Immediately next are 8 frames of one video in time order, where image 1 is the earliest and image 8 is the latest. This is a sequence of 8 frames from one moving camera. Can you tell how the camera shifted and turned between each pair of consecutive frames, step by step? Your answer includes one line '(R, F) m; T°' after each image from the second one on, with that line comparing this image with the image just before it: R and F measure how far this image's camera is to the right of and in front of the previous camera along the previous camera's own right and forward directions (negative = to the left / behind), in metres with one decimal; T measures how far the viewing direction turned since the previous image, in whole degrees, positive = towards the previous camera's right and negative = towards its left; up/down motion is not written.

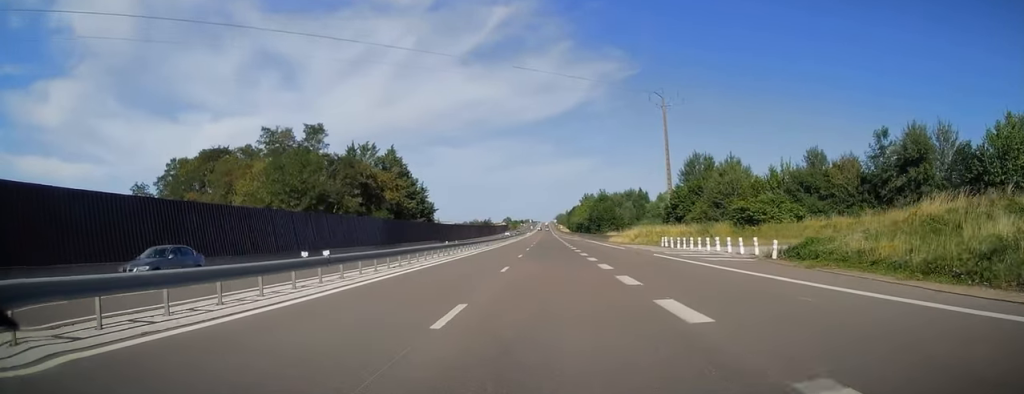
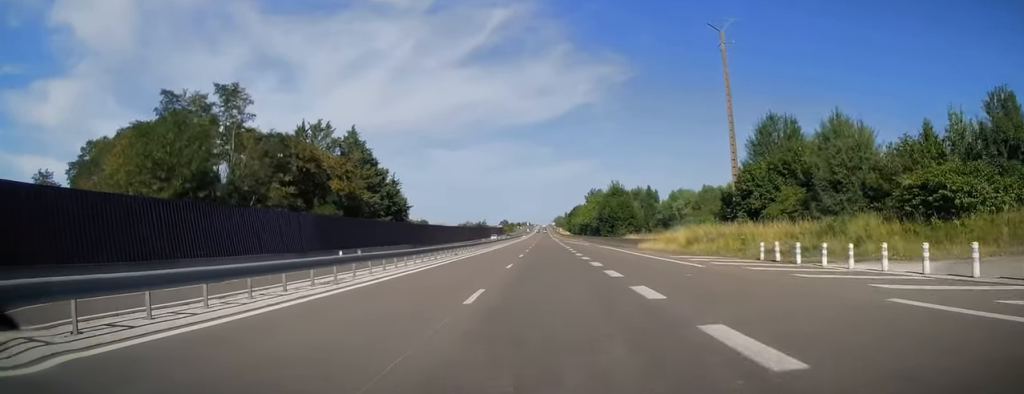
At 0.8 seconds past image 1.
(0.0, +22.6) m; 0°
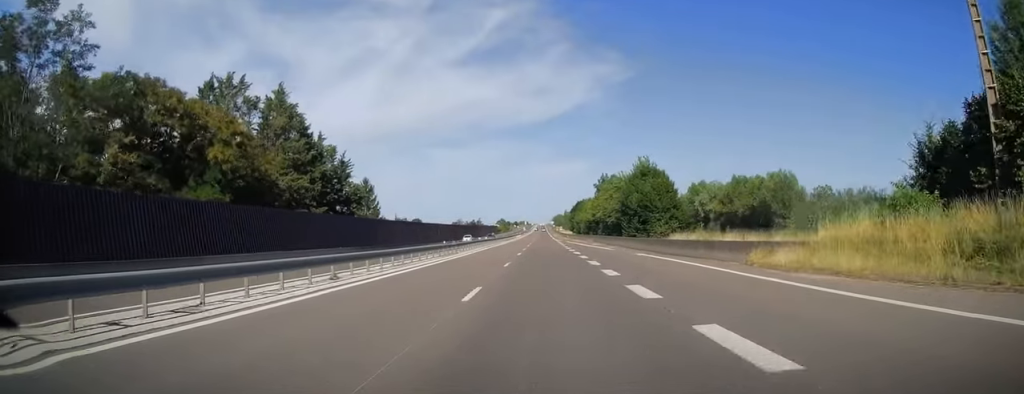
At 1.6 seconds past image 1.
(0.0, +26.0) m; 0°
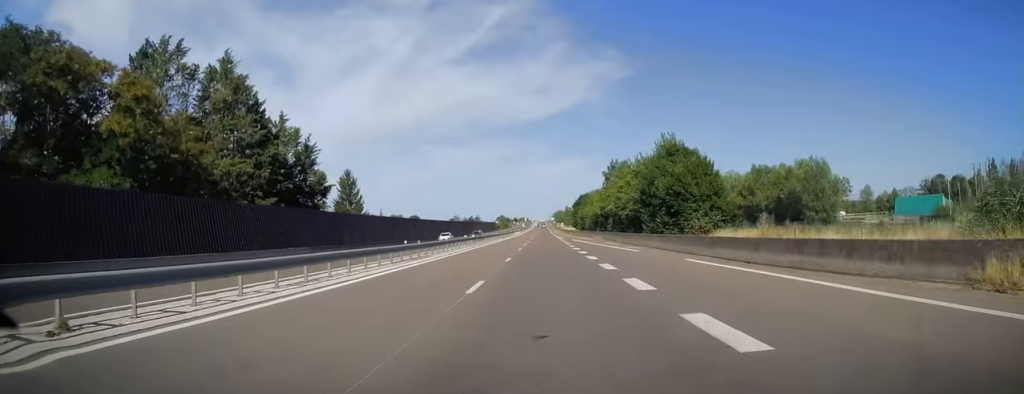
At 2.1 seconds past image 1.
(0.0, +12.3) m; 0°
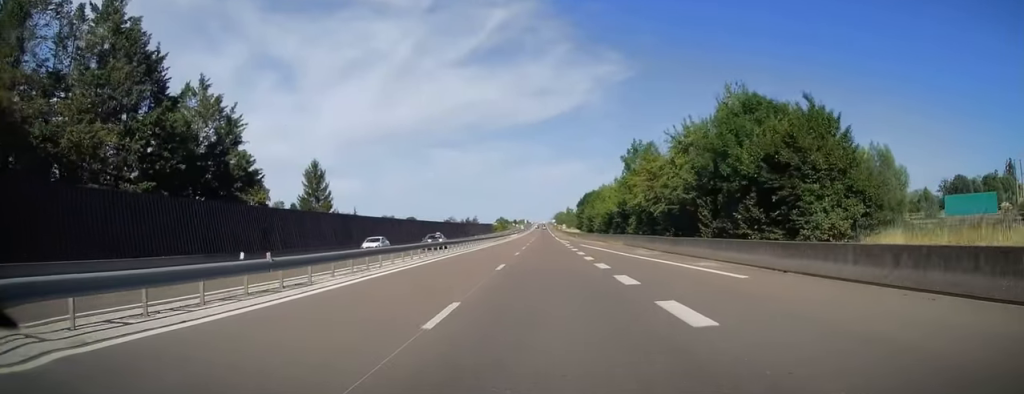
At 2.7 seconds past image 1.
(0.0, +17.7) m; 0°
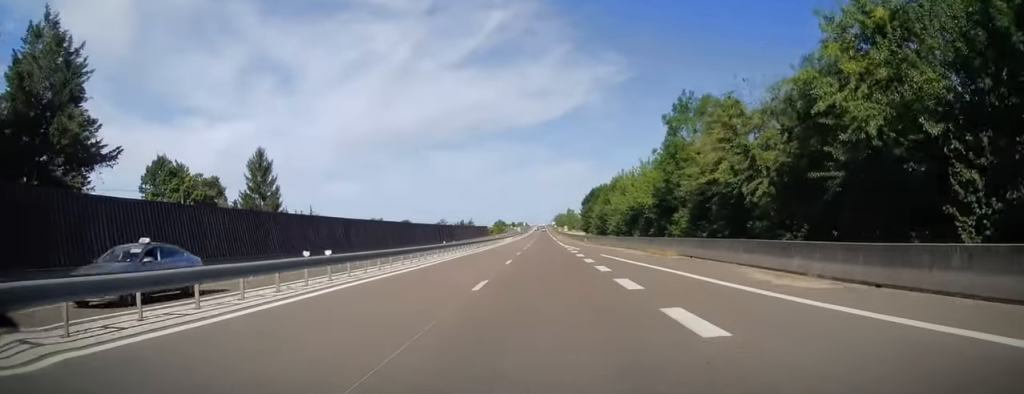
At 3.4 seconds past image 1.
(0.0, +20.1) m; +1°
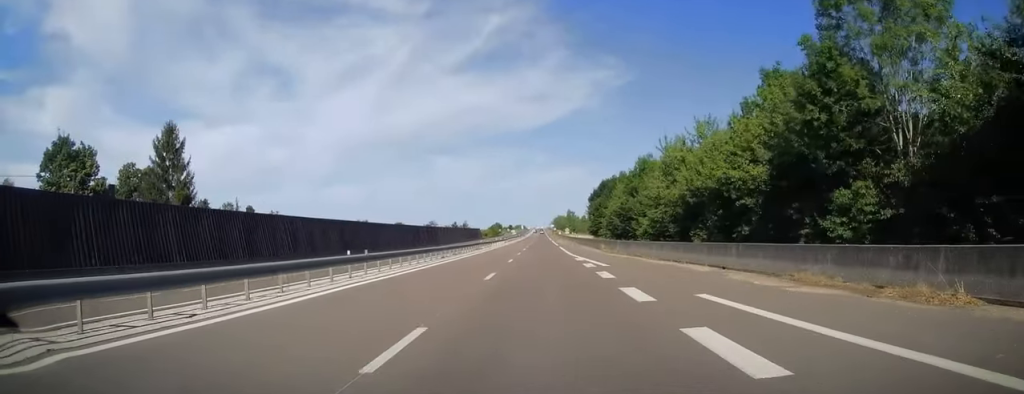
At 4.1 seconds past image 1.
(+0.2, +21.5) m; 0°
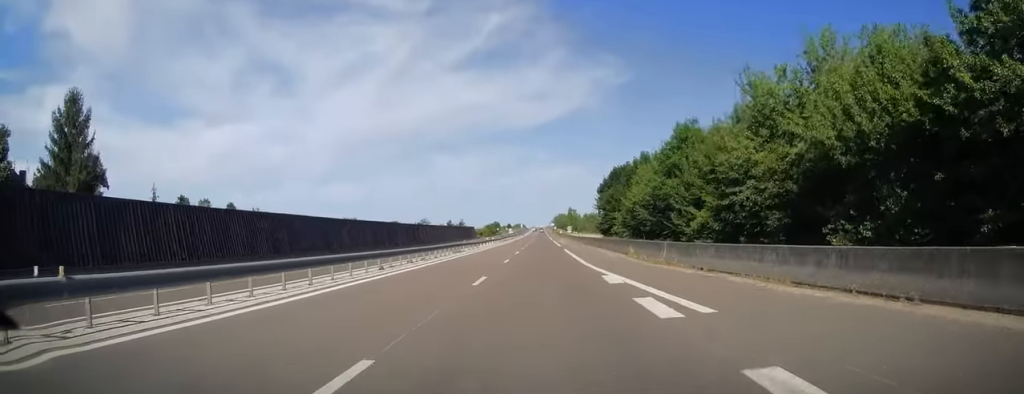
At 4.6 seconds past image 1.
(+0.1, +15.6) m; 0°
